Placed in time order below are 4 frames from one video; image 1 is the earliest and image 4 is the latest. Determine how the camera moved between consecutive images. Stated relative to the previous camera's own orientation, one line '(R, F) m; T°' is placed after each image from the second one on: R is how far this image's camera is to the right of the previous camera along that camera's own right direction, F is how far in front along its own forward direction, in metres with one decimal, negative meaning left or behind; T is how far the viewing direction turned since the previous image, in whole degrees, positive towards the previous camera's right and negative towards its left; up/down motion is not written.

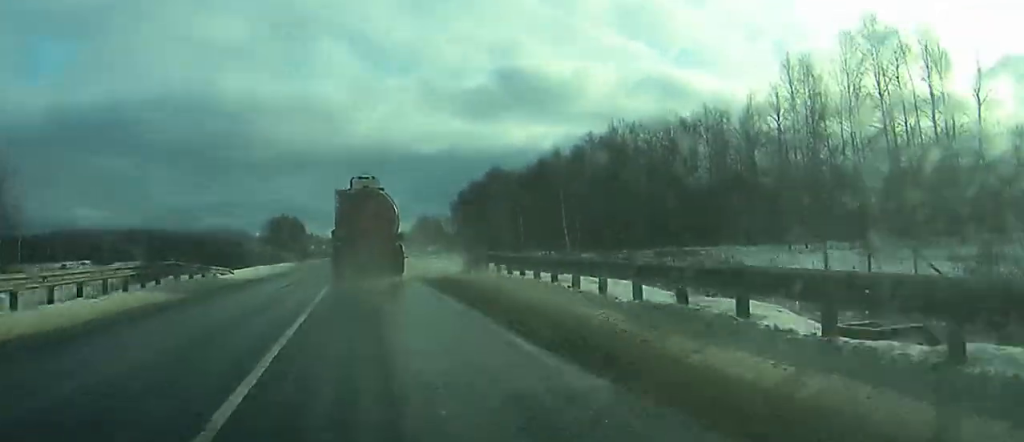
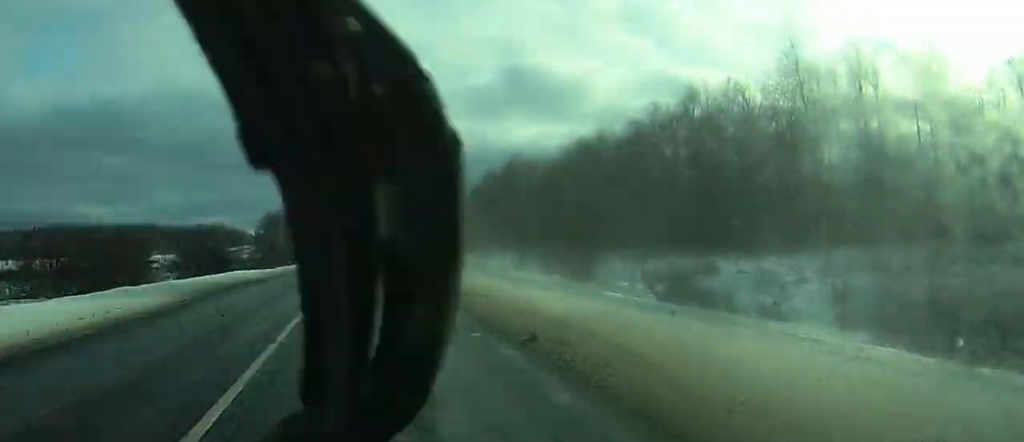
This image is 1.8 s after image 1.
(0.0, +37.1) m; 0°
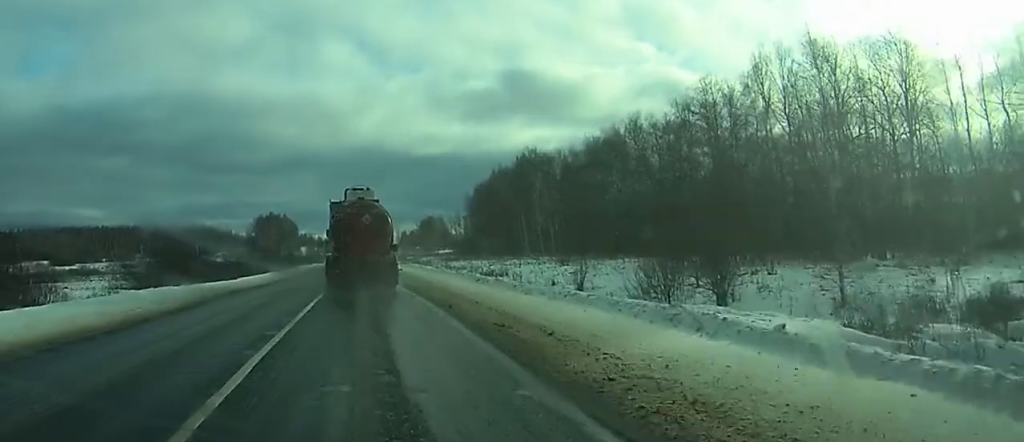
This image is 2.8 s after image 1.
(0.0, +22.5) m; 0°
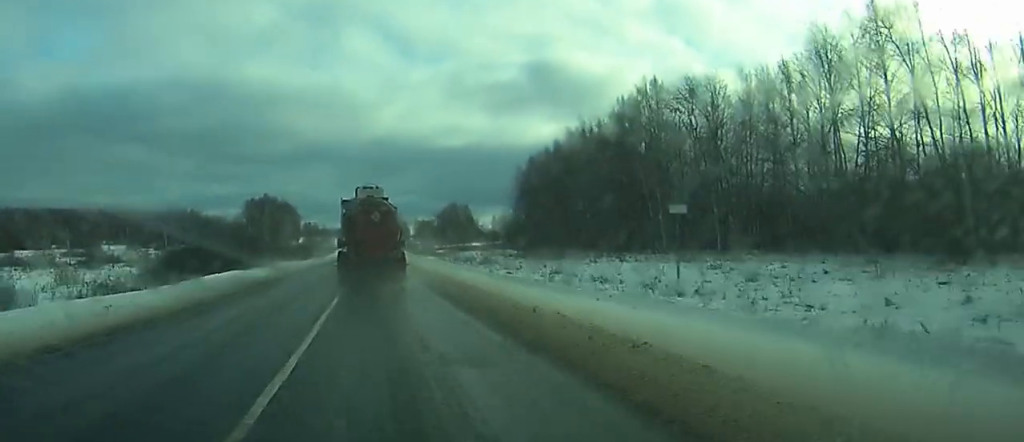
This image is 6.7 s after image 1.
(-0.7, +81.5) m; -1°
